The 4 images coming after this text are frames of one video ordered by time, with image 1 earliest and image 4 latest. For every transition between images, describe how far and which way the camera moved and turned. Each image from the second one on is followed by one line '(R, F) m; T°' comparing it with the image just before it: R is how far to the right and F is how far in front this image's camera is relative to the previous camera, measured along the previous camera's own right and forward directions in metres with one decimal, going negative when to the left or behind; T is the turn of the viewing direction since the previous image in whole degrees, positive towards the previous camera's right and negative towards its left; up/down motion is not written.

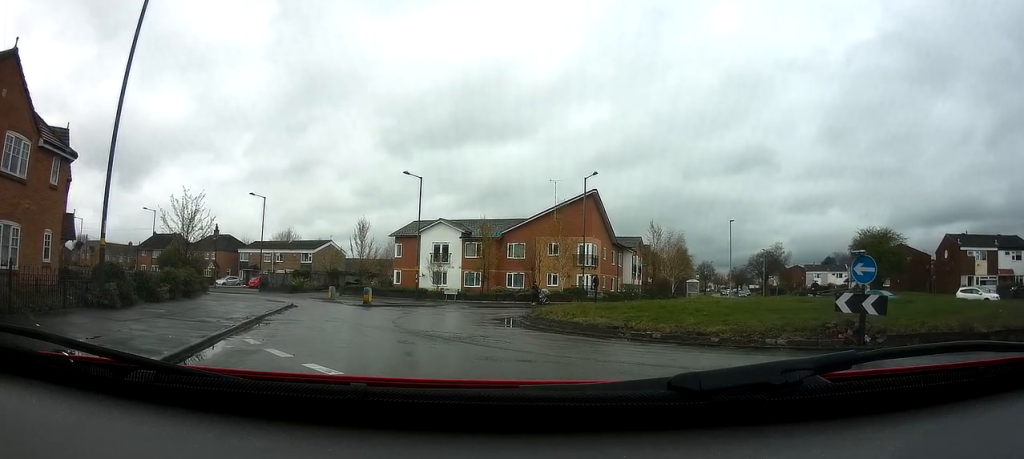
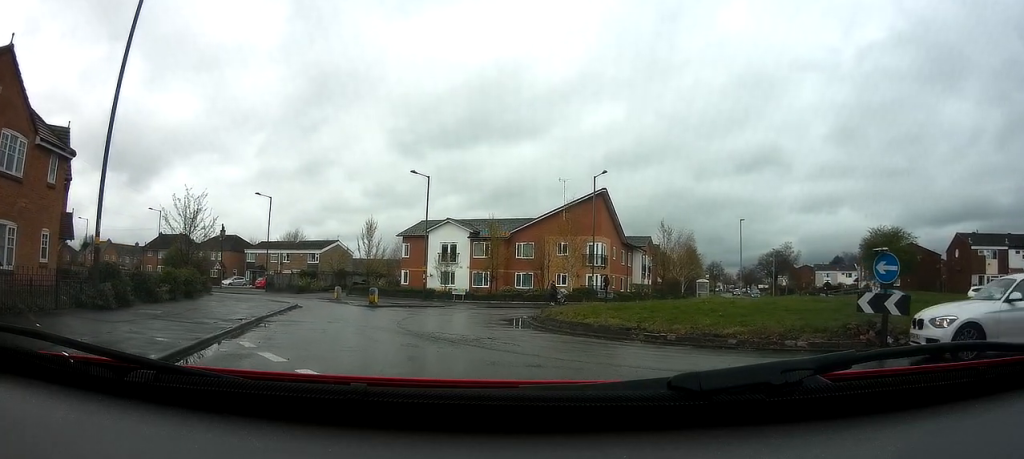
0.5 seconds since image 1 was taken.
(+0.1, +0.4) m; 0°
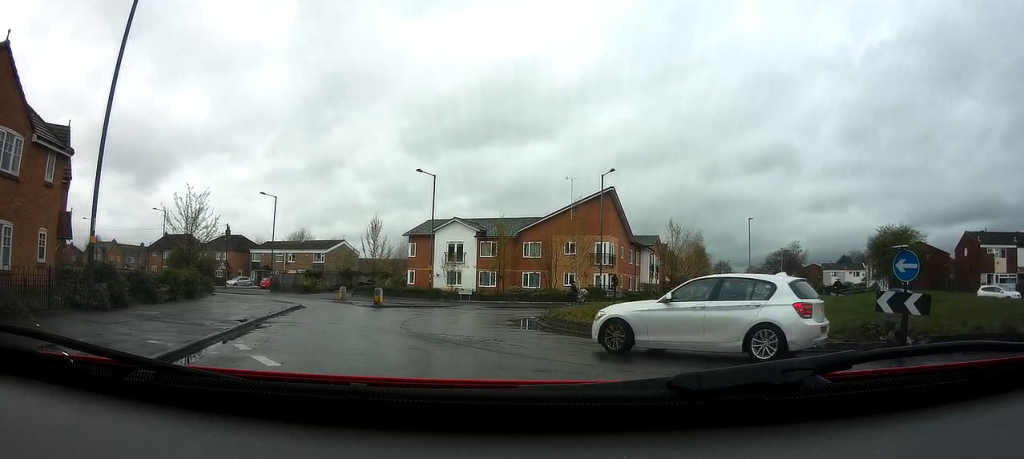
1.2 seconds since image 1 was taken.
(-0.1, +0.3) m; 0°
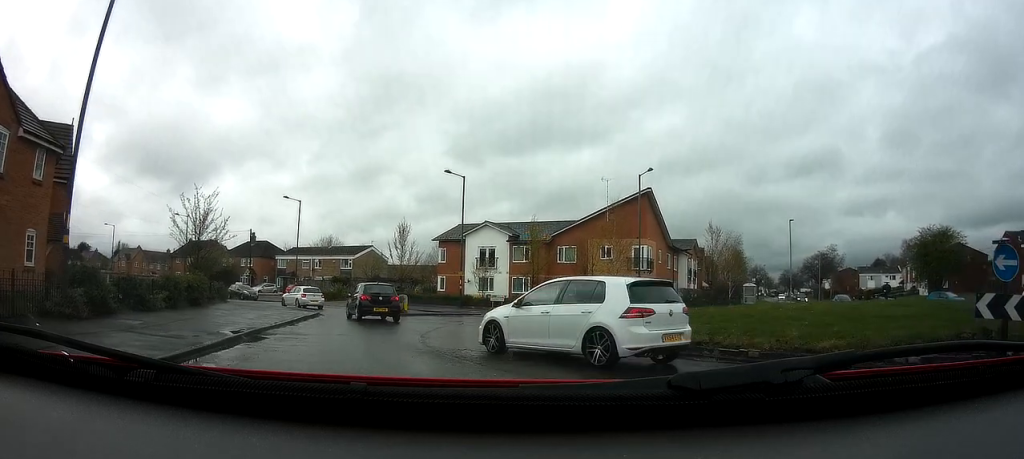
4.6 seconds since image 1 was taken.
(+0.3, +1.8) m; +5°
